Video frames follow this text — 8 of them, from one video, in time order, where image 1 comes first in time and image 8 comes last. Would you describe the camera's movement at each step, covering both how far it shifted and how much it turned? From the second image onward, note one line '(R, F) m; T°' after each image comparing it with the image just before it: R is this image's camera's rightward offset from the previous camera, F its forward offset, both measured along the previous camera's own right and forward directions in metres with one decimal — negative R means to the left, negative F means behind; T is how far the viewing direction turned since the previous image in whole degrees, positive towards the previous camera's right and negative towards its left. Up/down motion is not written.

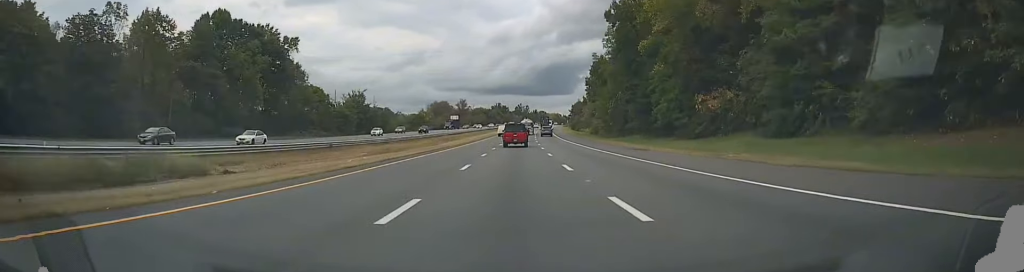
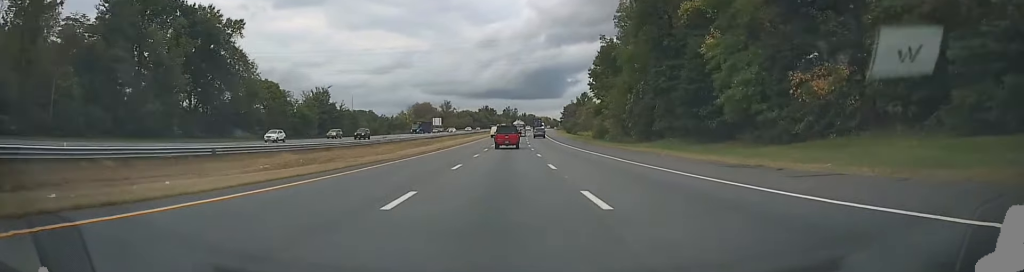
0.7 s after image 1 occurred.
(+0.2, +21.3) m; +1°
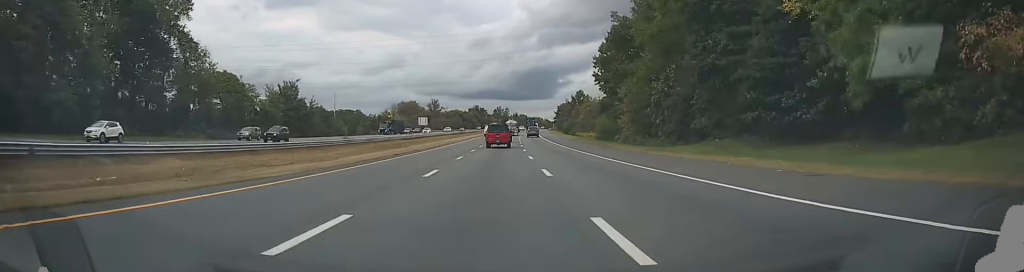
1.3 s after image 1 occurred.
(0.0, +16.4) m; 0°
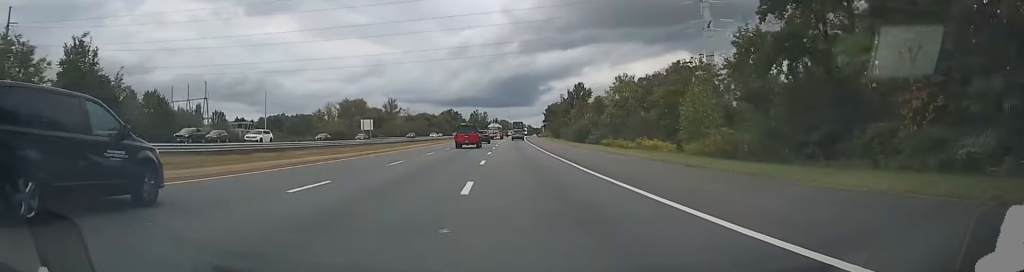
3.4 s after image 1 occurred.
(+1.2, +59.4) m; +3°
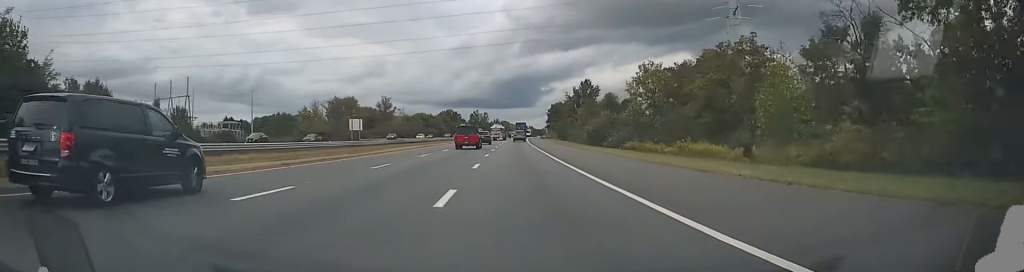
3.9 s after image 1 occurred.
(+0.1, +13.5) m; +1°
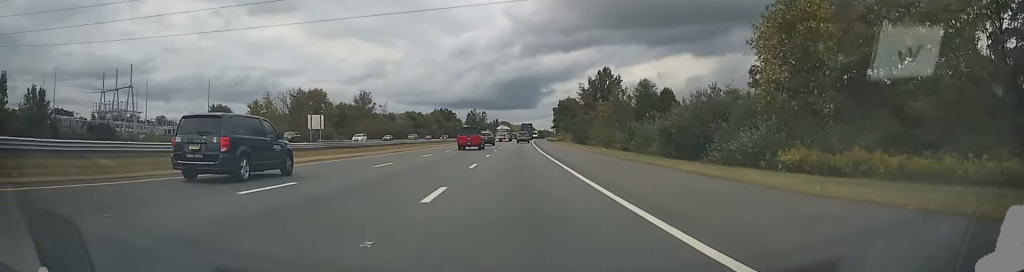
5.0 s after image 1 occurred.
(+0.2, +35.0) m; 0°
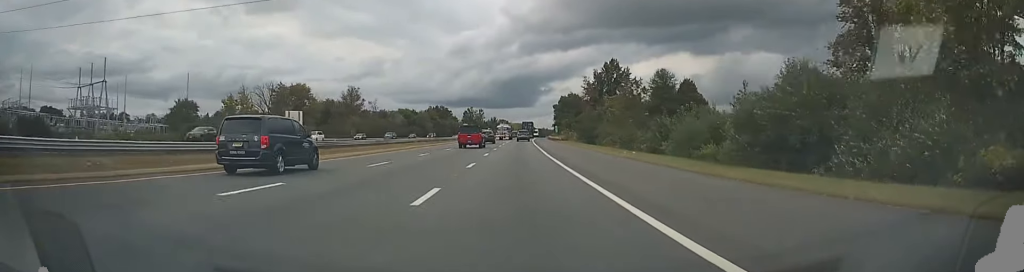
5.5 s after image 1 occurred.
(-0.1, +11.6) m; 0°
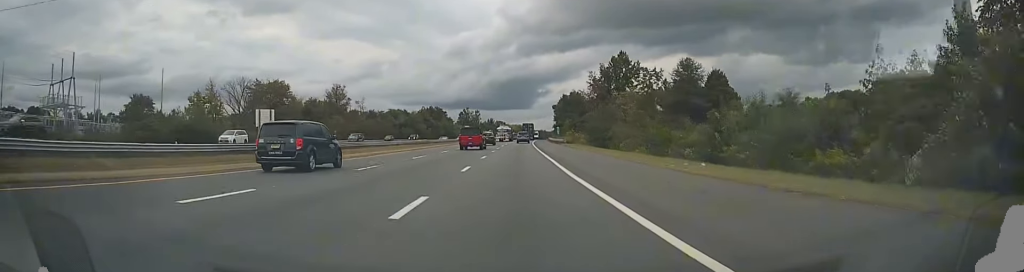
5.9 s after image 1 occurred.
(0.0, +12.4) m; 0°
